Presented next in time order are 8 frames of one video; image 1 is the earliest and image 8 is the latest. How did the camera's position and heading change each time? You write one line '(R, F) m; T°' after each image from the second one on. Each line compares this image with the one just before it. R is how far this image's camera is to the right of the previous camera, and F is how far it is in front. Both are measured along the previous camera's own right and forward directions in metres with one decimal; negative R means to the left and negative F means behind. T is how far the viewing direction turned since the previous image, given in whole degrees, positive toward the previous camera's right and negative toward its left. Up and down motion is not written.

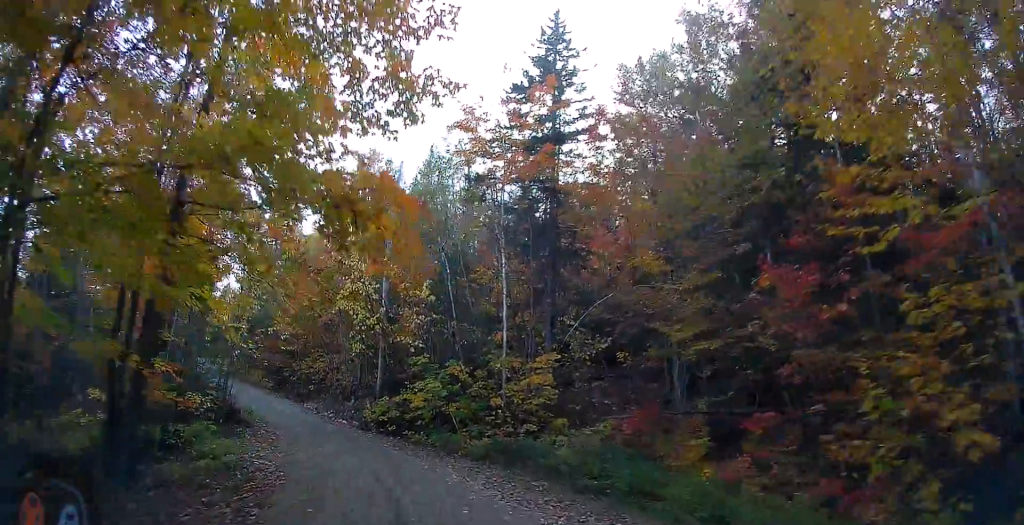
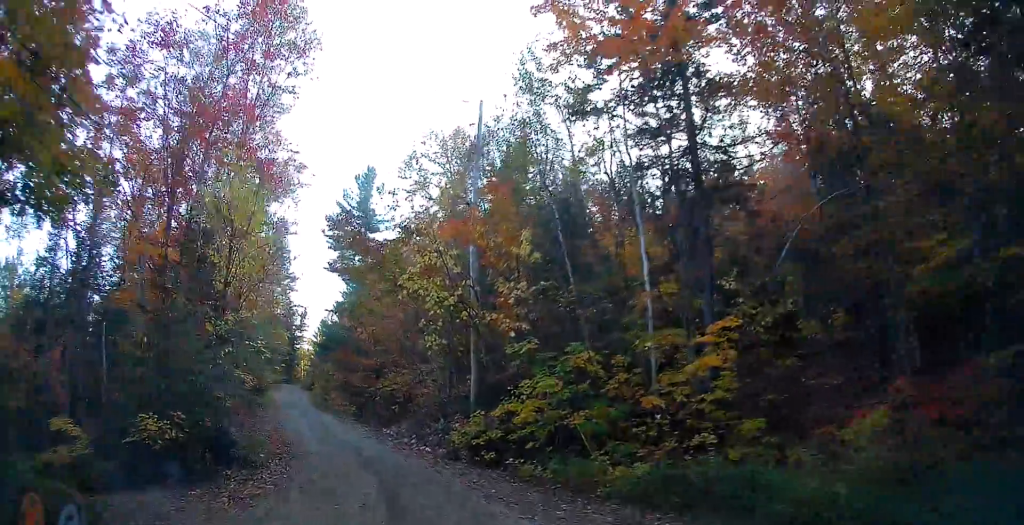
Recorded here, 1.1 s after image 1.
(-0.8, +8.6) m; -9°
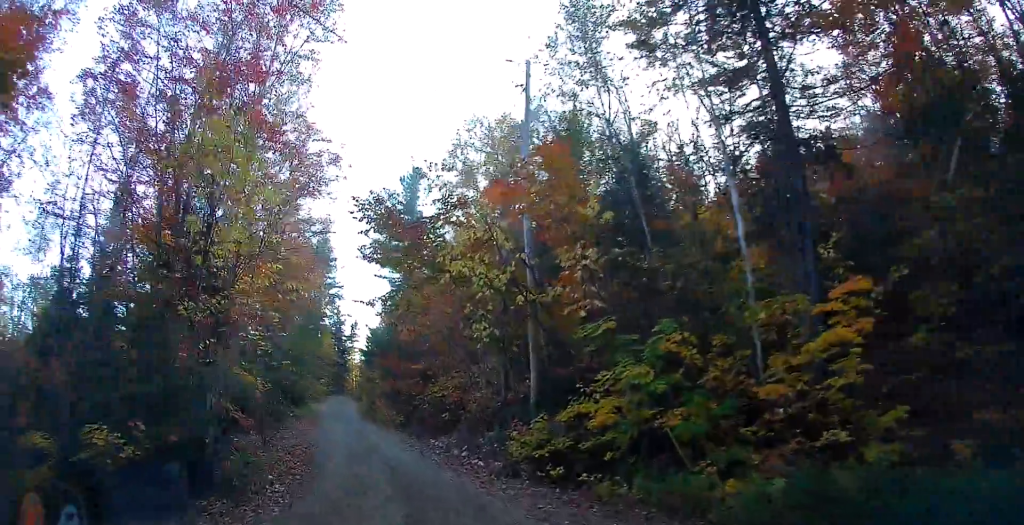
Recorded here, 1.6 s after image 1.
(0.0, +3.5) m; -4°
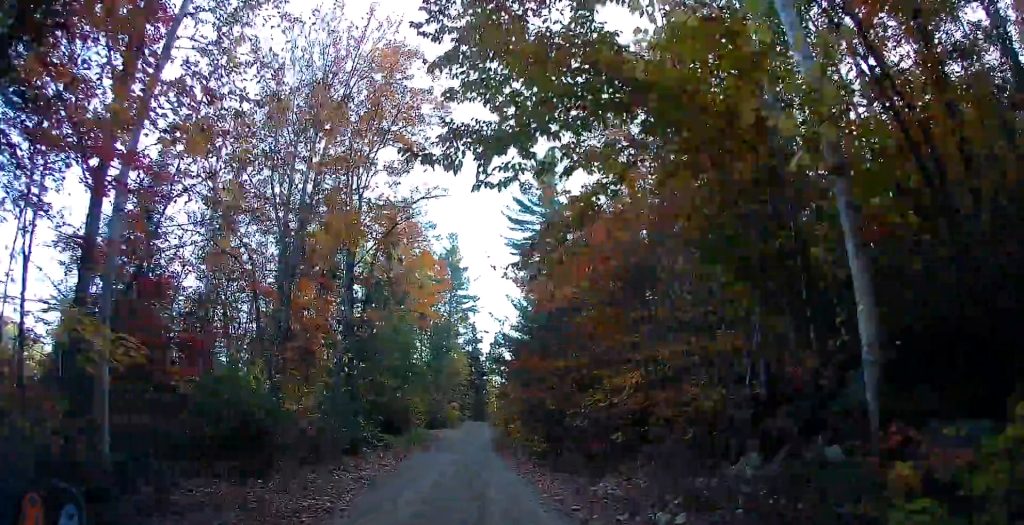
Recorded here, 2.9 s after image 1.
(-1.2, +10.3) m; -13°
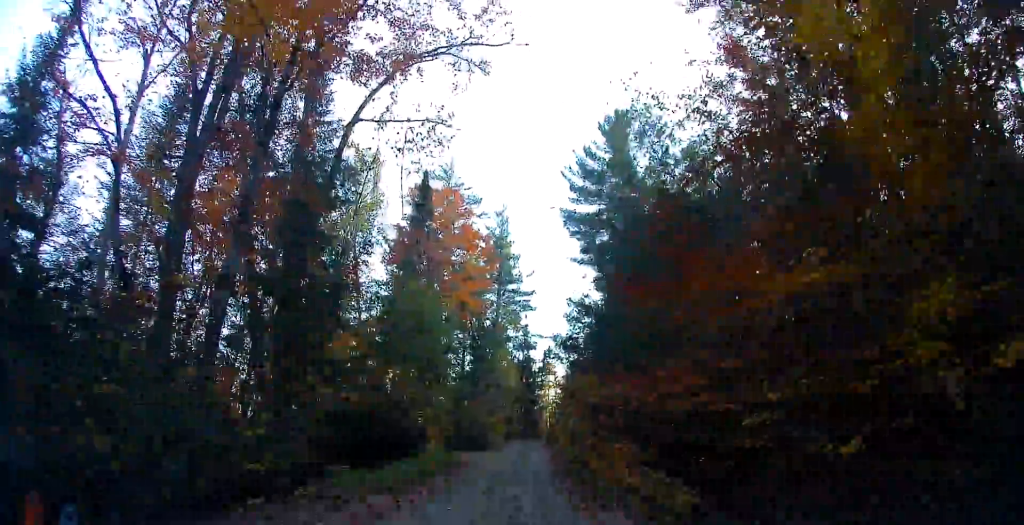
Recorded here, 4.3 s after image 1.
(-1.0, +12.1) m; -5°
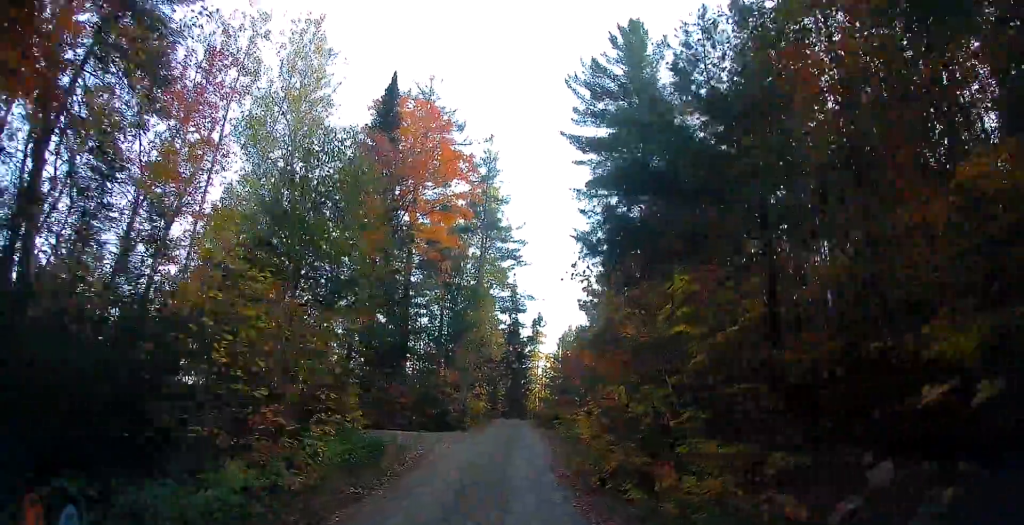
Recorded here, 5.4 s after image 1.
(0.0, +10.1) m; 0°
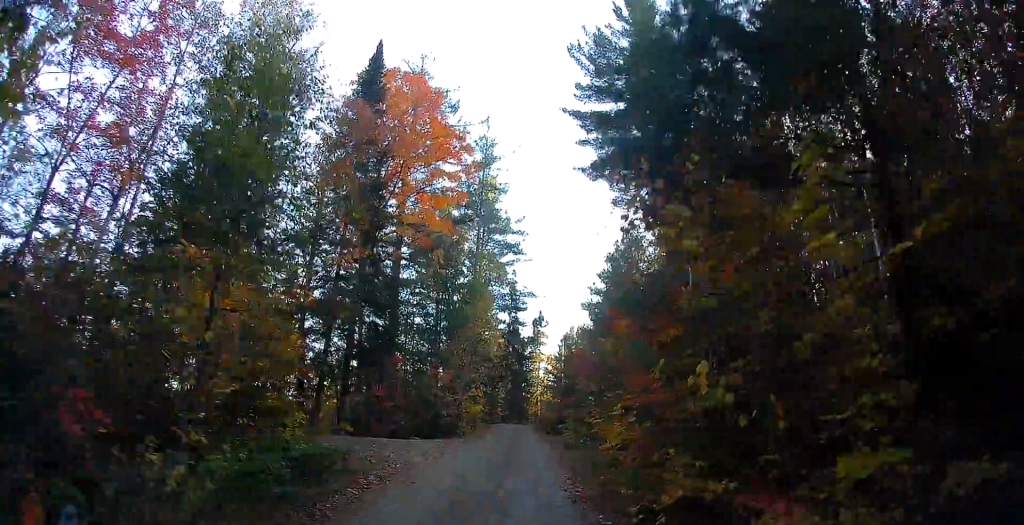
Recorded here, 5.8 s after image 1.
(0.0, +4.0) m; 0°
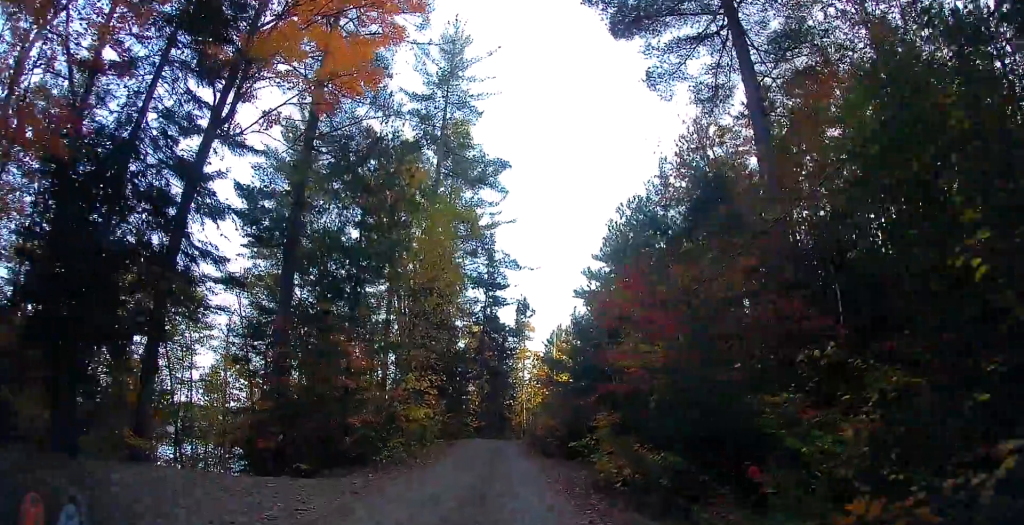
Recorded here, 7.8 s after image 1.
(+0.7, +16.7) m; +3°
